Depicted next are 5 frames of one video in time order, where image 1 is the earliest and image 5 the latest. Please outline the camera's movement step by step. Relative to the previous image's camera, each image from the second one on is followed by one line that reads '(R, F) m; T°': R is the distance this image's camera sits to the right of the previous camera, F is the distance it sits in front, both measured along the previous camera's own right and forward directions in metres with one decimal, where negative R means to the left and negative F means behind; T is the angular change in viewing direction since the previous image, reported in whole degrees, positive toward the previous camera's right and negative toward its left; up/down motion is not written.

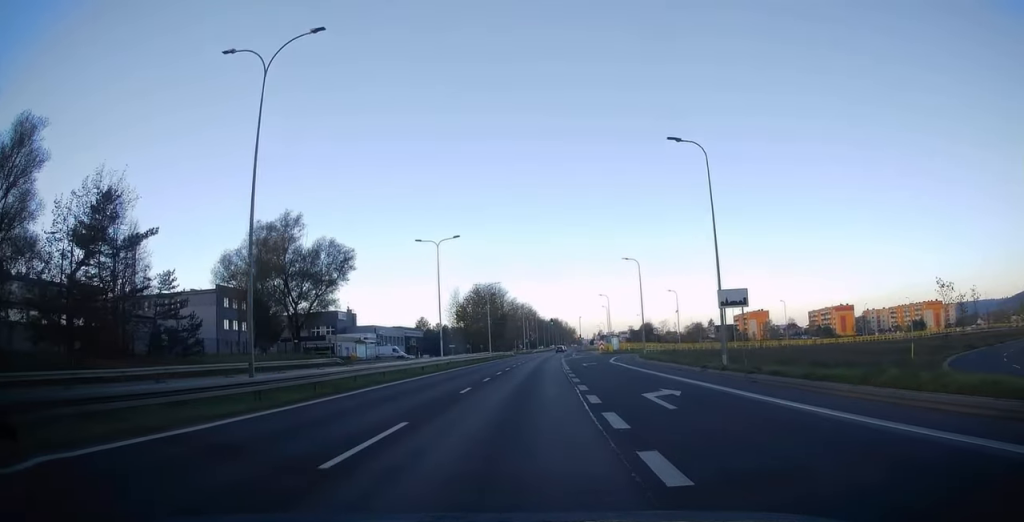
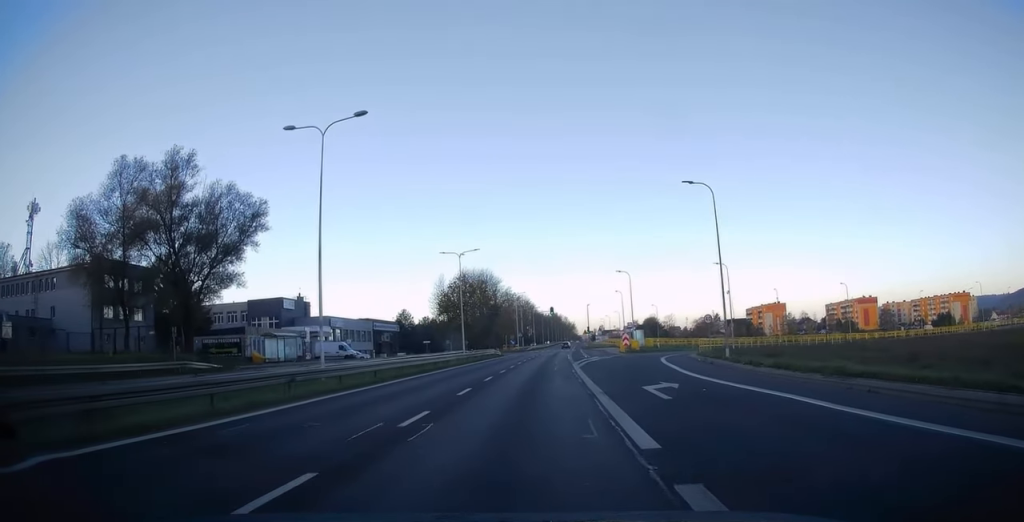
(+0.2, +26.2) m; +2°
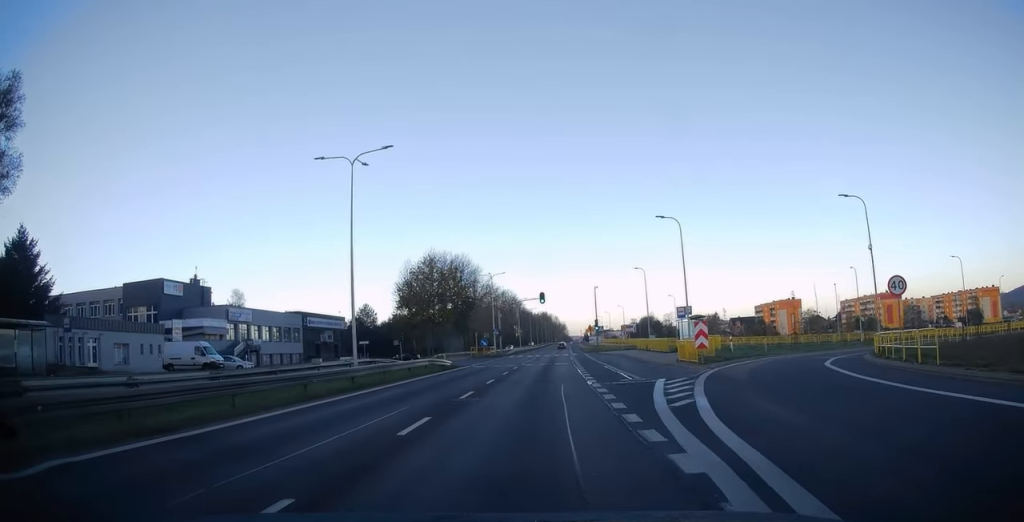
(+0.1, +31.4) m; +1°
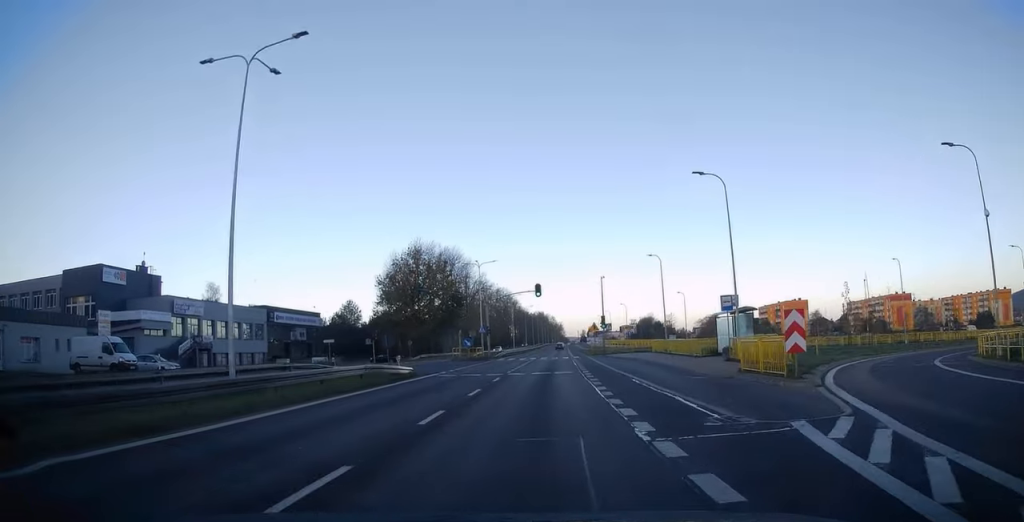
(+0.2, +11.0) m; 0°
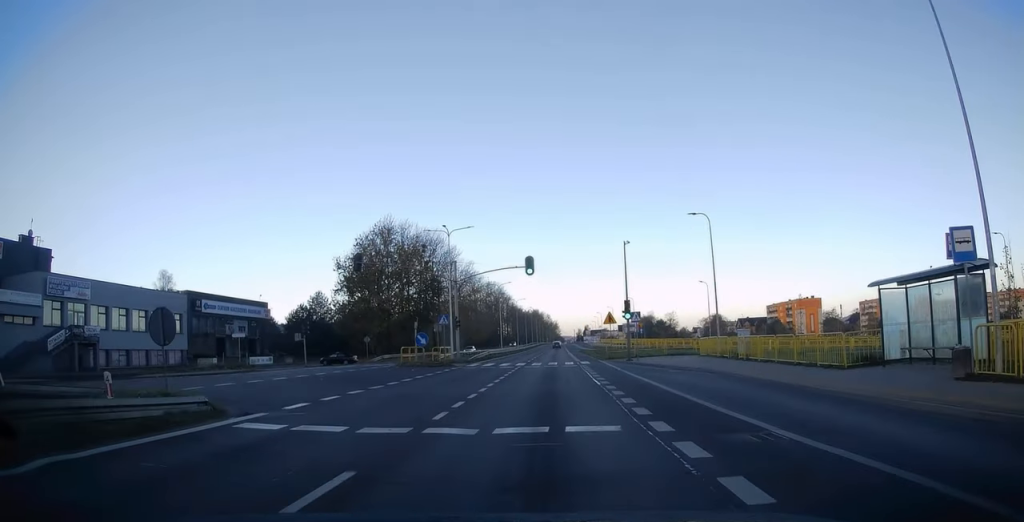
(-0.1, +18.5) m; 0°
